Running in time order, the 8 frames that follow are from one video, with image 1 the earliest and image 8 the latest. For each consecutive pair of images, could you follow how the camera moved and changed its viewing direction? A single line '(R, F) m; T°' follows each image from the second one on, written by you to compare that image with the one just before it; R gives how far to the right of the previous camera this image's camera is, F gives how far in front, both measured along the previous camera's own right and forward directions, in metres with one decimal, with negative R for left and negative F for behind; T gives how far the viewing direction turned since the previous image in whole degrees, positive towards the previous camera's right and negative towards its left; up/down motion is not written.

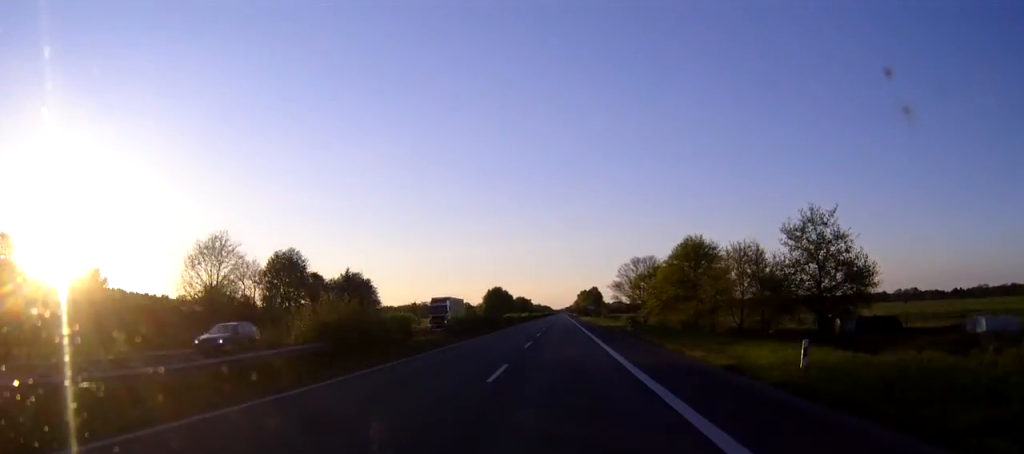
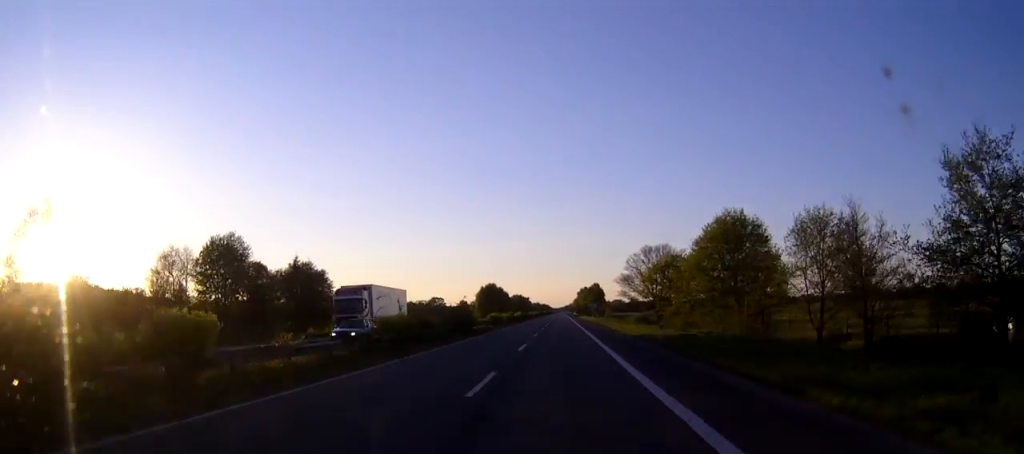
(0.0, +21.2) m; 0°
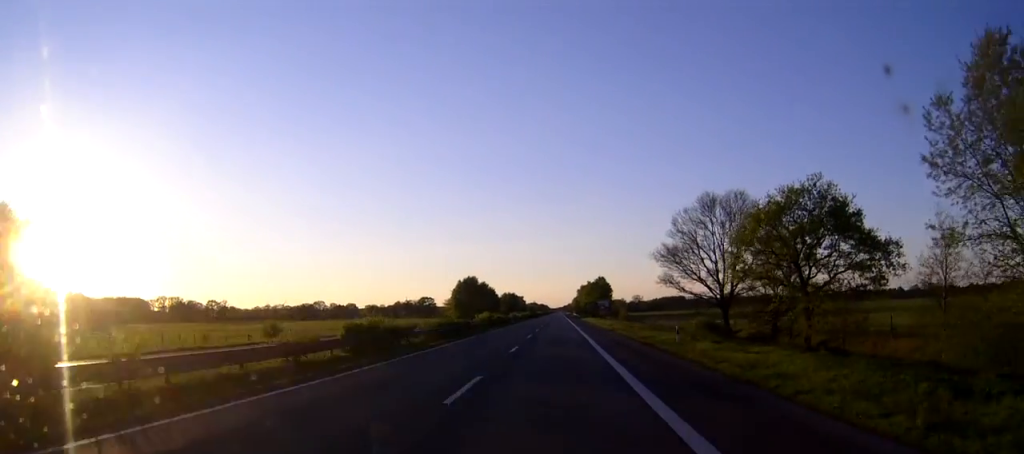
(+0.1, +54.5) m; 0°
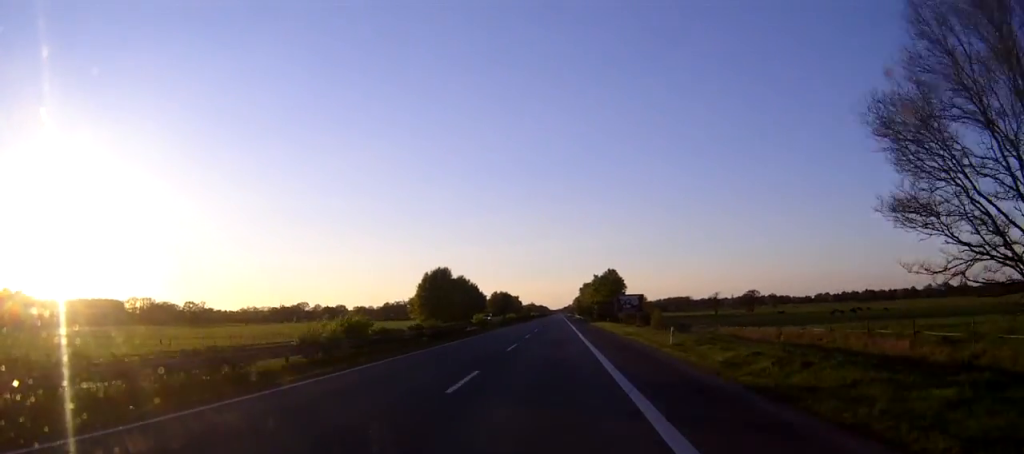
(+0.1, +52.0) m; 0°
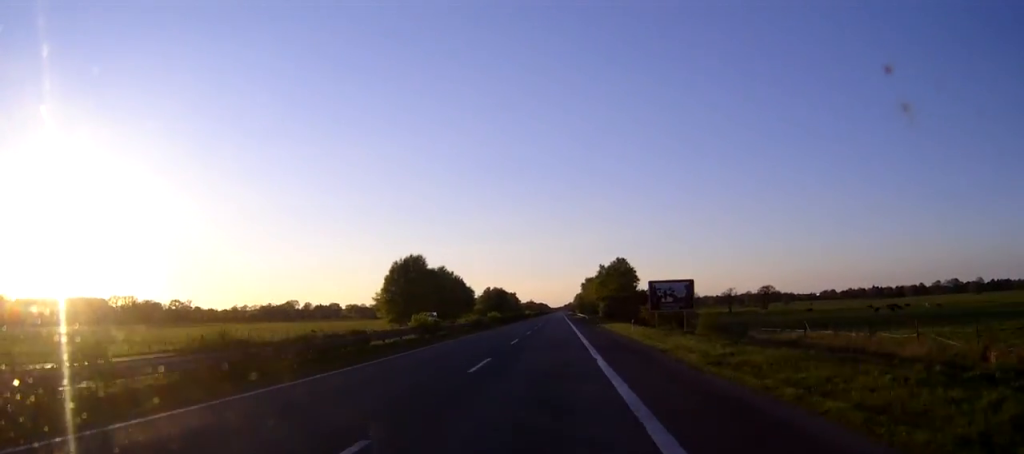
(0.0, +30.5) m; 0°
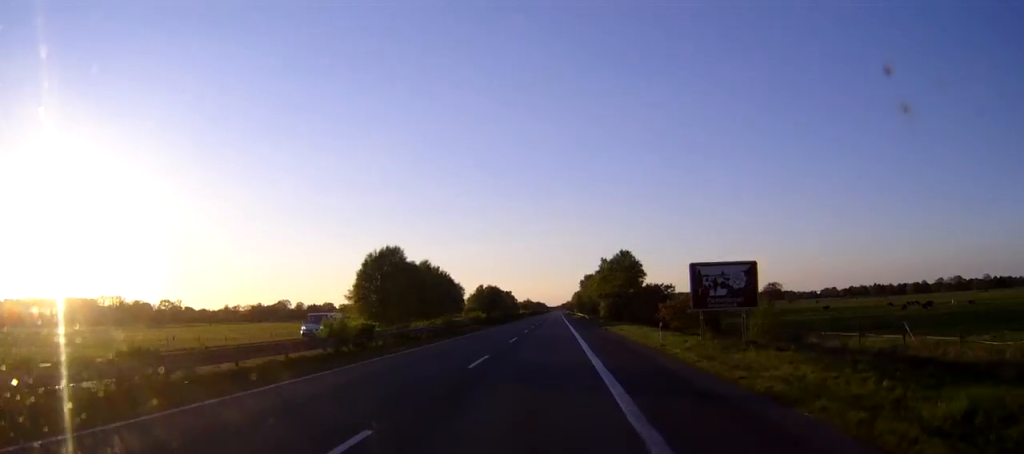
(0.0, +16.6) m; 0°
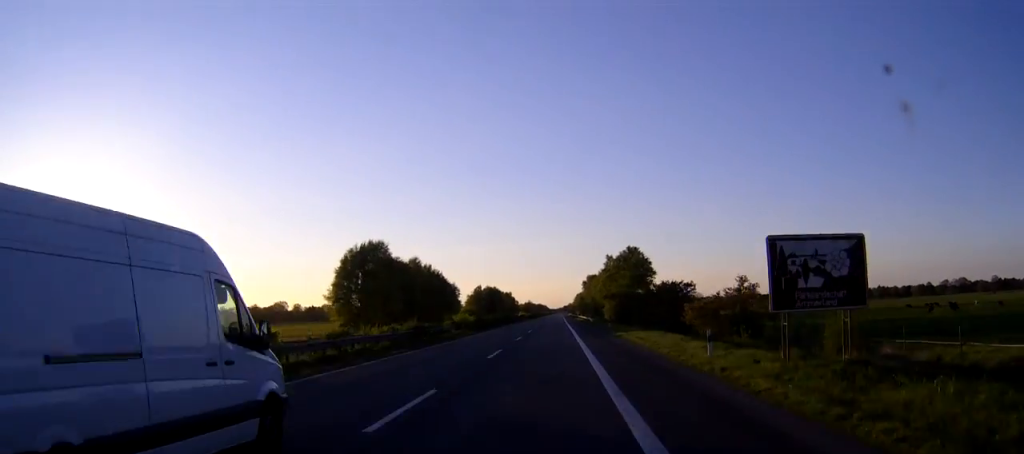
(0.0, +12.0) m; 0°
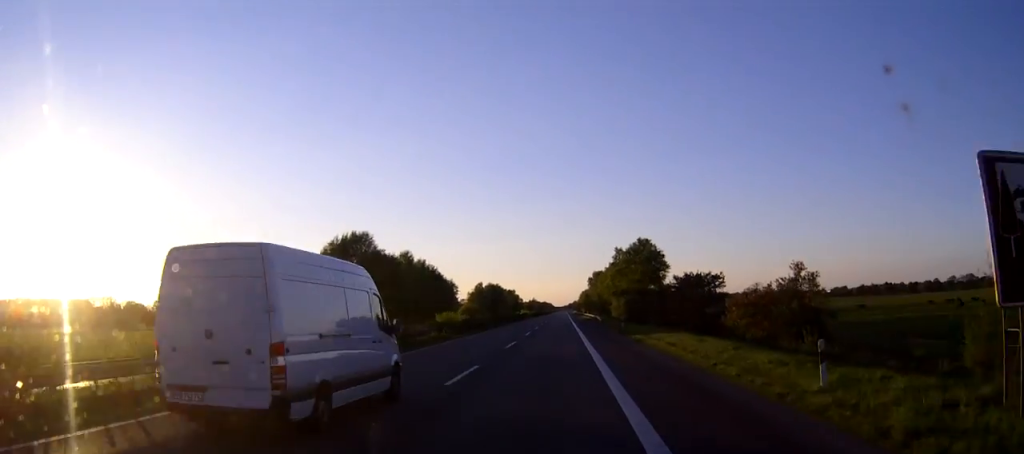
(0.0, +11.0) m; 0°
